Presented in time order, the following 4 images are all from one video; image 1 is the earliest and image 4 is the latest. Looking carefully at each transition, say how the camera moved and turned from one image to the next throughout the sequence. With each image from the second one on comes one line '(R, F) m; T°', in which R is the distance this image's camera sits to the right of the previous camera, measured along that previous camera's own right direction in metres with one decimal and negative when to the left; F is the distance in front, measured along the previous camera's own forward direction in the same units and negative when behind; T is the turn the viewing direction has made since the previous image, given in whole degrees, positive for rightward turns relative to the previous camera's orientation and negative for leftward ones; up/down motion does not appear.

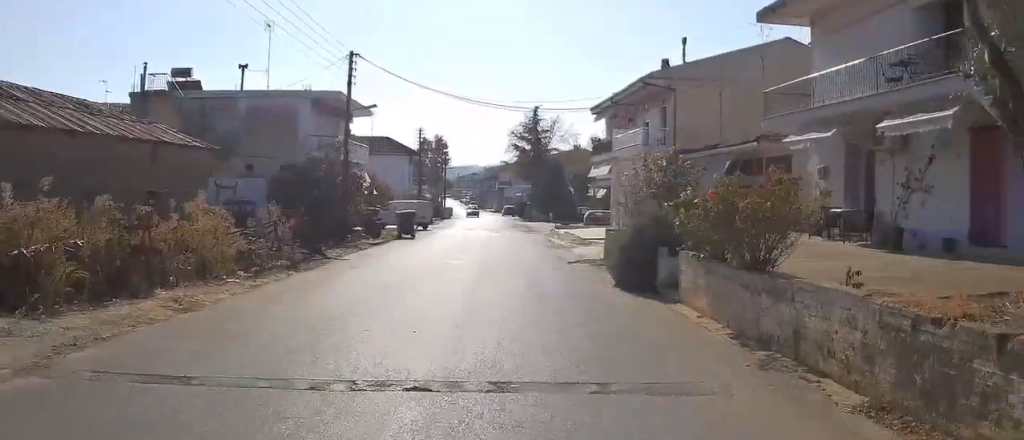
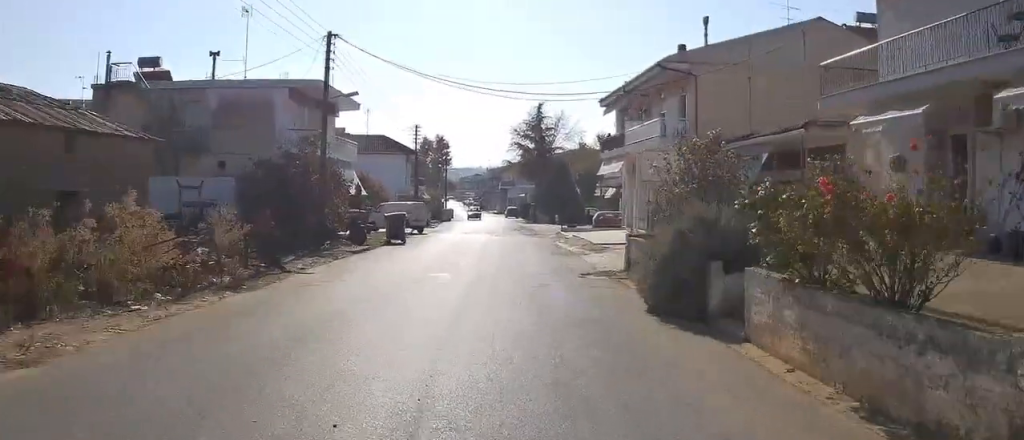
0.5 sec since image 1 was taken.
(+0.1, +4.4) m; 0°
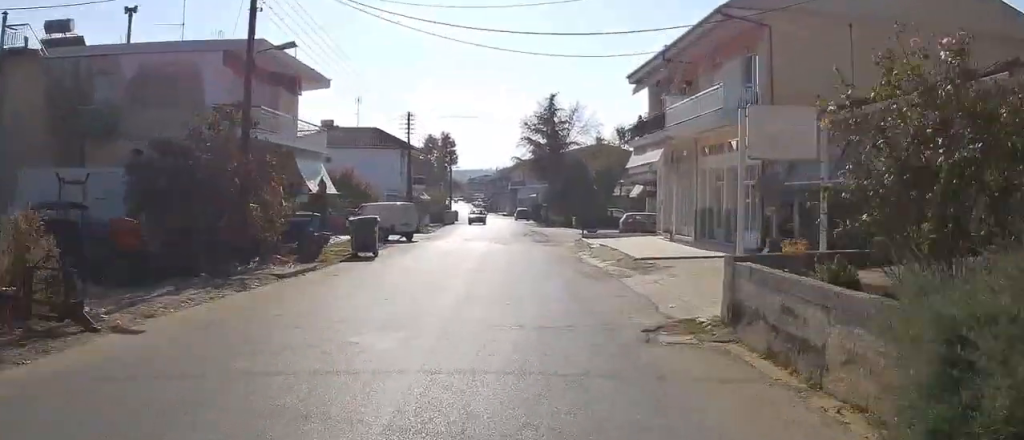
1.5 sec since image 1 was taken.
(+0.1, +9.6) m; +1°
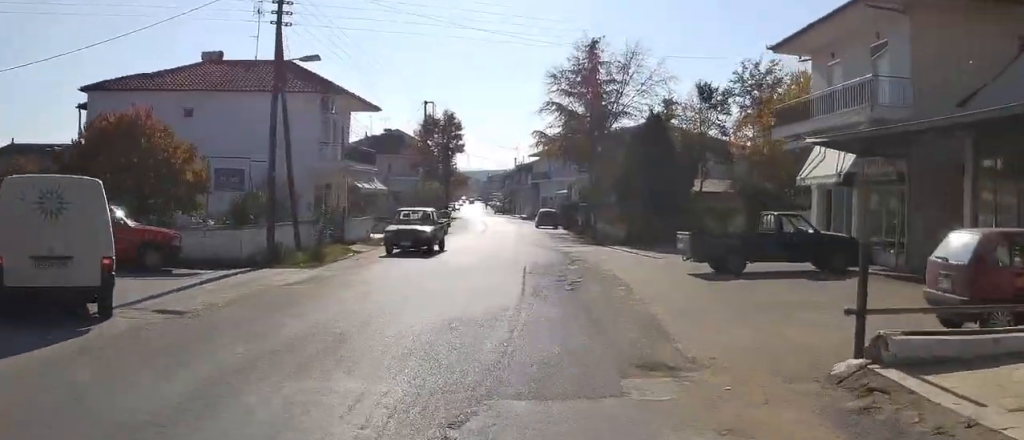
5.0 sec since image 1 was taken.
(+0.1, +34.0) m; -1°
